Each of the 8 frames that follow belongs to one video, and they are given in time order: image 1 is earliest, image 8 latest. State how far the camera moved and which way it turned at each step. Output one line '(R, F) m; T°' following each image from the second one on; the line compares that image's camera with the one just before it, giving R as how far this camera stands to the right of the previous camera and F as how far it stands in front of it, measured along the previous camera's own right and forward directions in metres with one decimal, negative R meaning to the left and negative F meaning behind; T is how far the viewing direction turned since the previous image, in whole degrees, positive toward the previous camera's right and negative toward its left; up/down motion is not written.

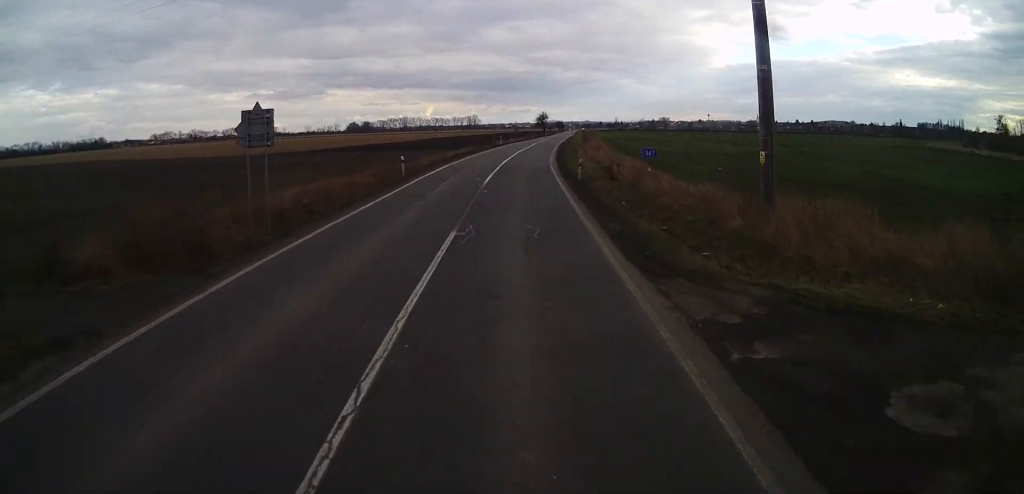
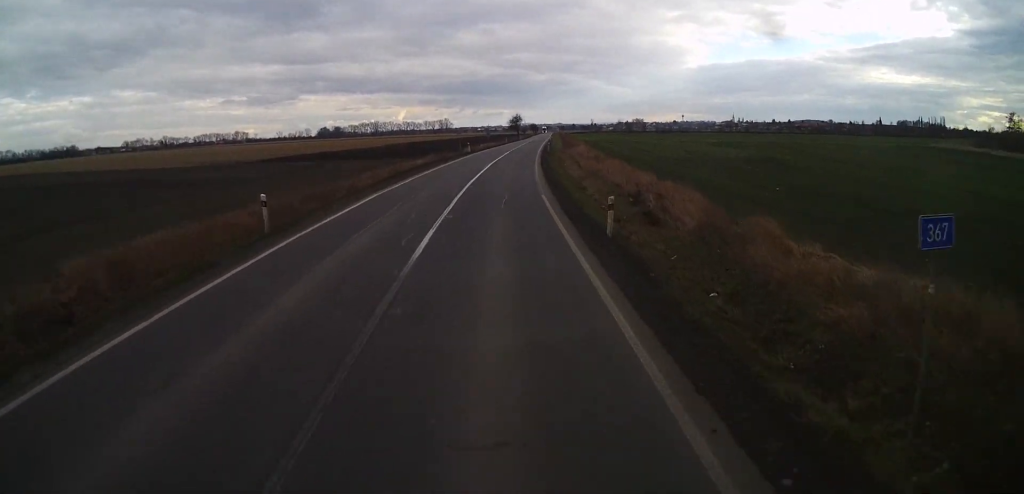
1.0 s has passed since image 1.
(+1.2, +13.9) m; +7°
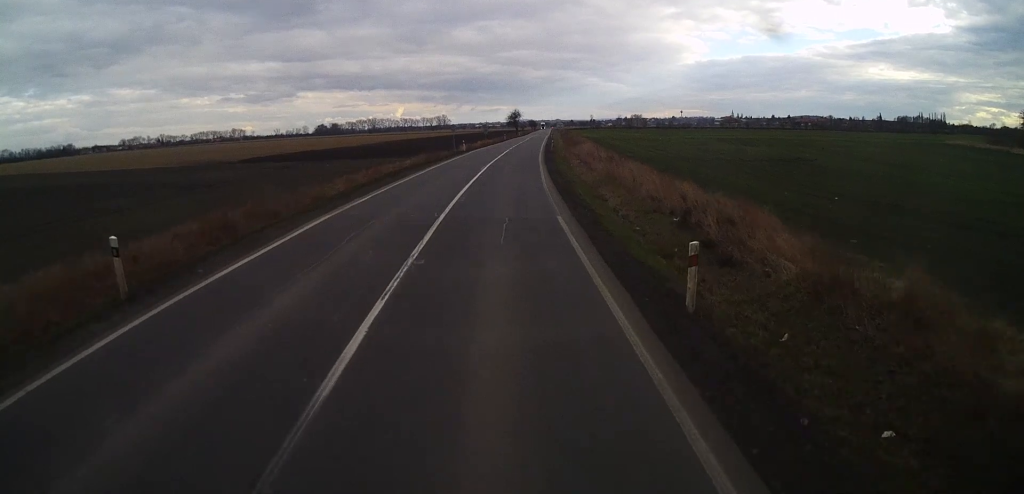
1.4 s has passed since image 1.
(+0.1, +6.2) m; +2°
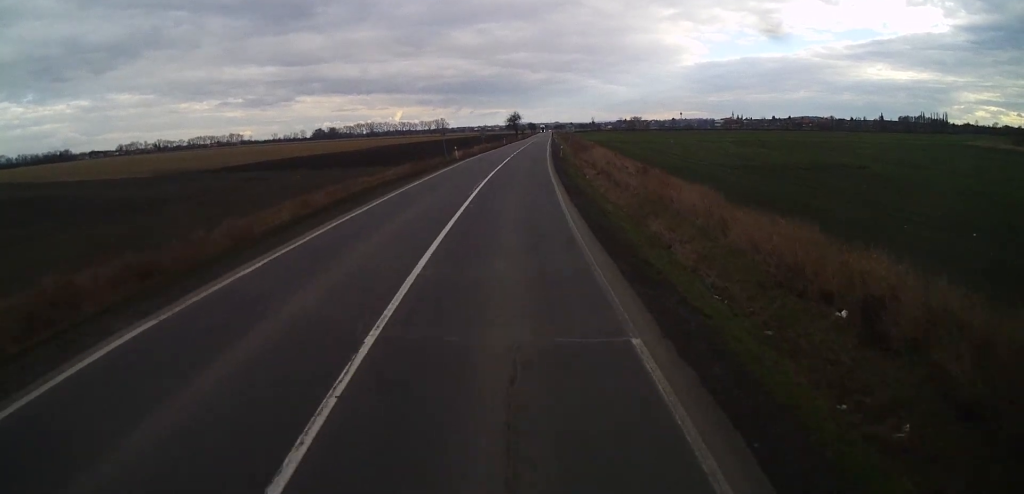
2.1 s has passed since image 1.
(+0.2, +9.1) m; 0°
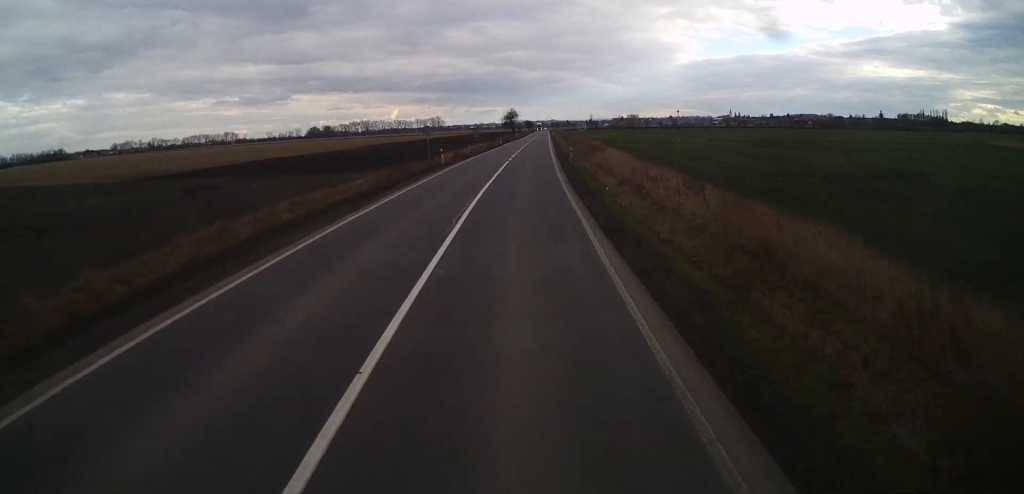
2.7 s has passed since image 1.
(+0.1, +8.8) m; 0°
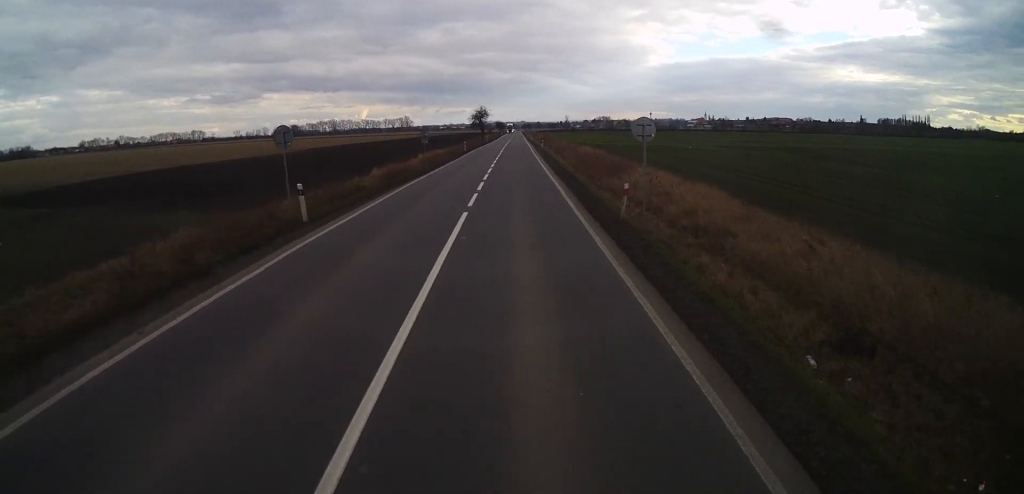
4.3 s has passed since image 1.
(+0.2, +24.3) m; +1°
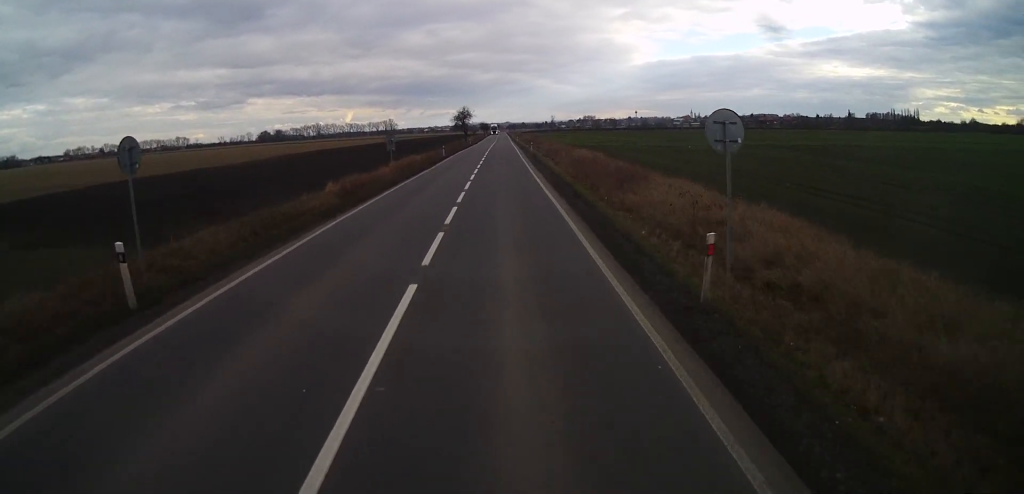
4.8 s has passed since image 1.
(-0.1, +7.7) m; 0°
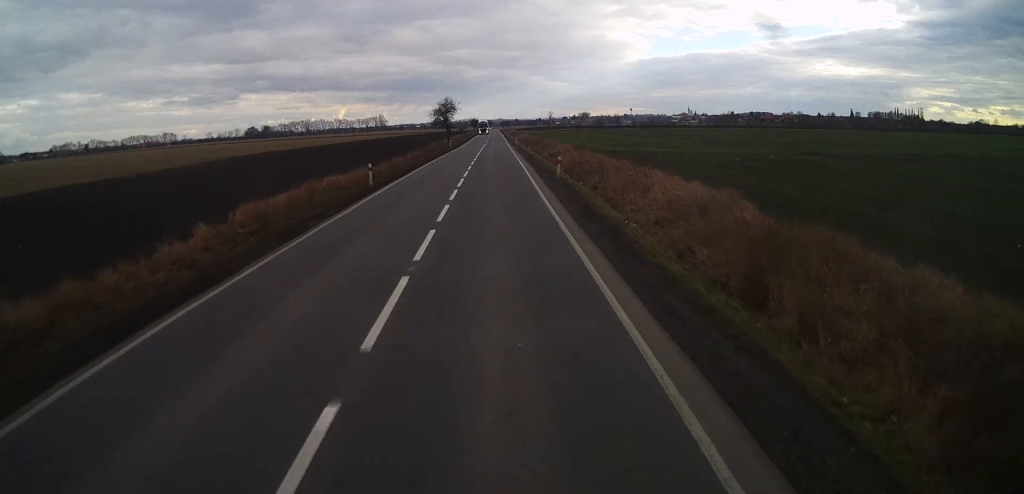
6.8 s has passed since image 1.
(0.0, +31.2) m; +1°
